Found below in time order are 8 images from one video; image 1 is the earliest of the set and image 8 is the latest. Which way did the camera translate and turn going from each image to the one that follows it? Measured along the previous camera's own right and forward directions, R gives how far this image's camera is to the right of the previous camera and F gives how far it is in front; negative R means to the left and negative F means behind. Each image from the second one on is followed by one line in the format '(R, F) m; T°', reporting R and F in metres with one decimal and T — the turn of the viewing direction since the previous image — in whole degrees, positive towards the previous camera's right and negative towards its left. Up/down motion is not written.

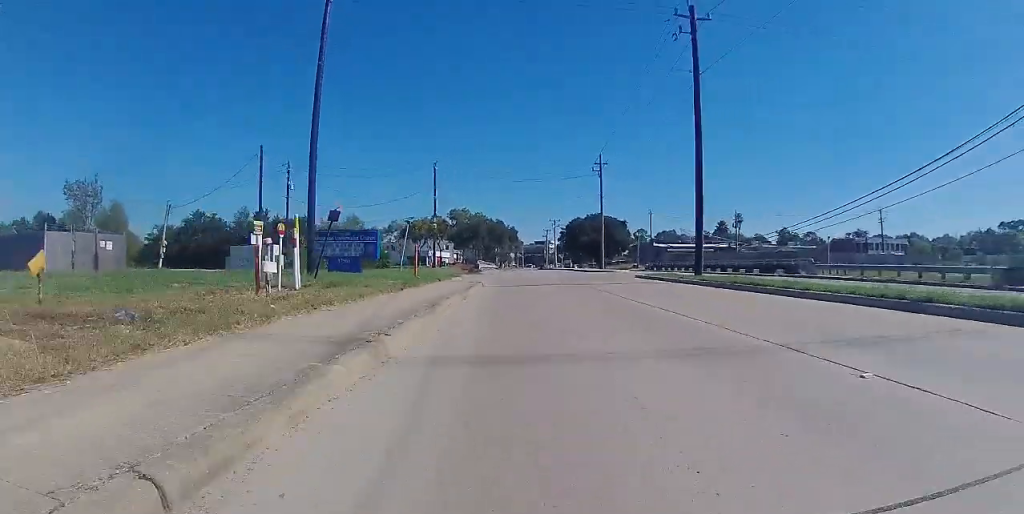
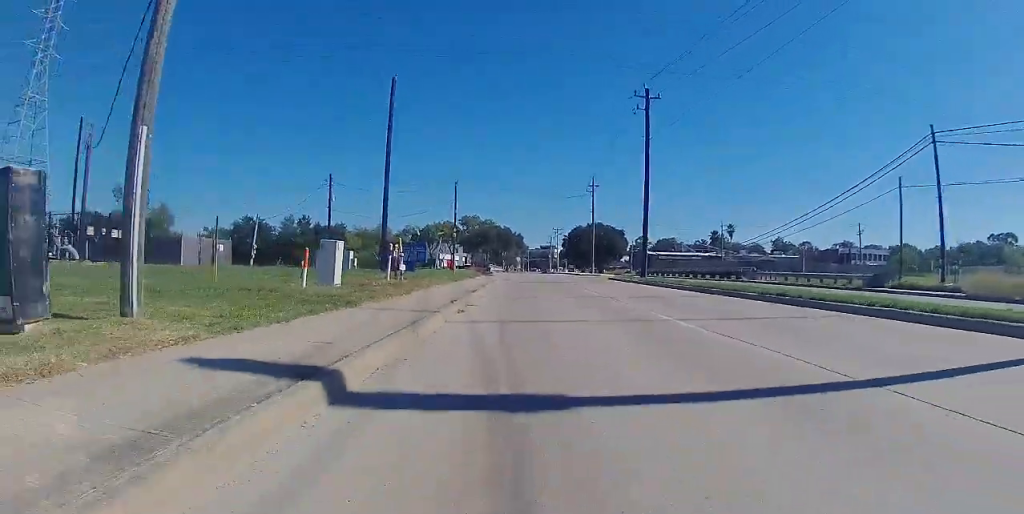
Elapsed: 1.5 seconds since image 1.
(-0.1, +10.8) m; +2°
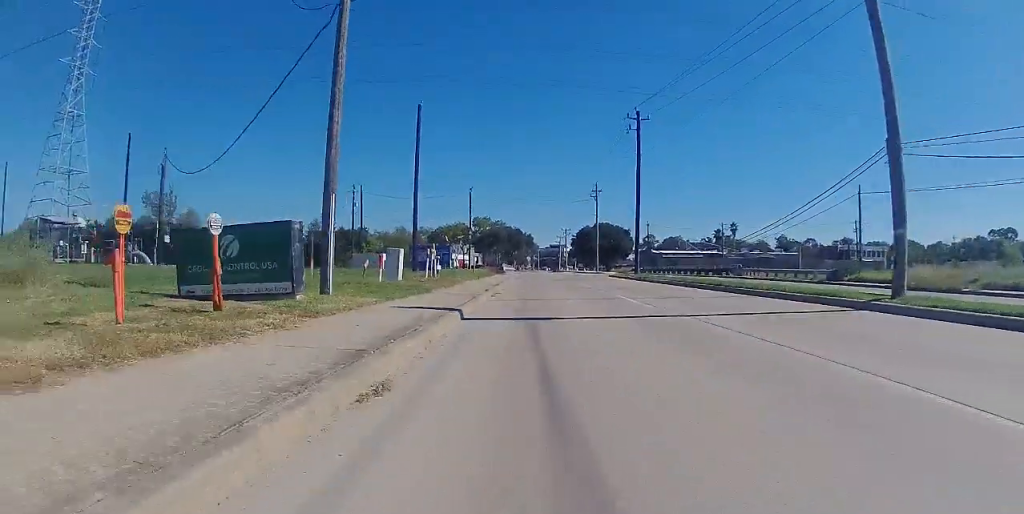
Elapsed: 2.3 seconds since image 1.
(+0.1, +5.5) m; 0°
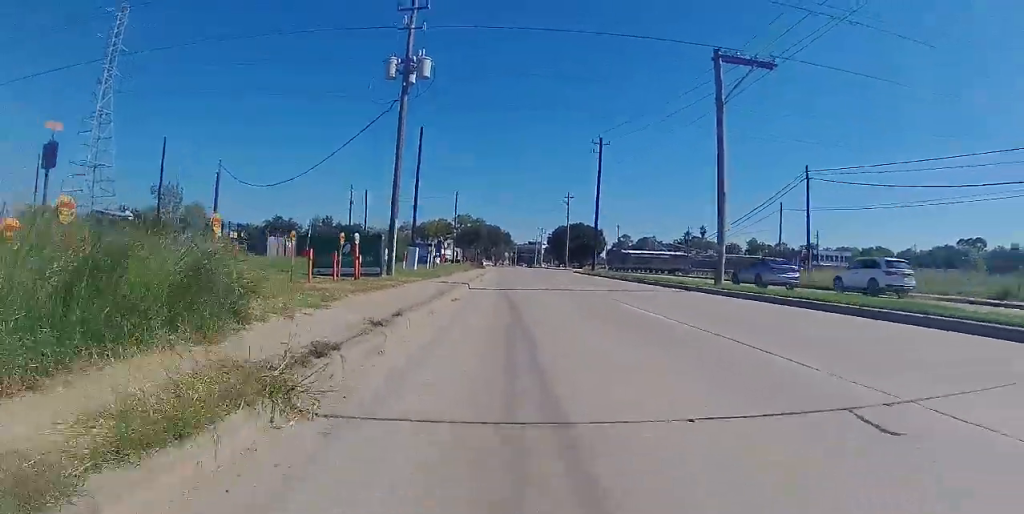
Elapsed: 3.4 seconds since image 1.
(-0.2, +8.2) m; -2°
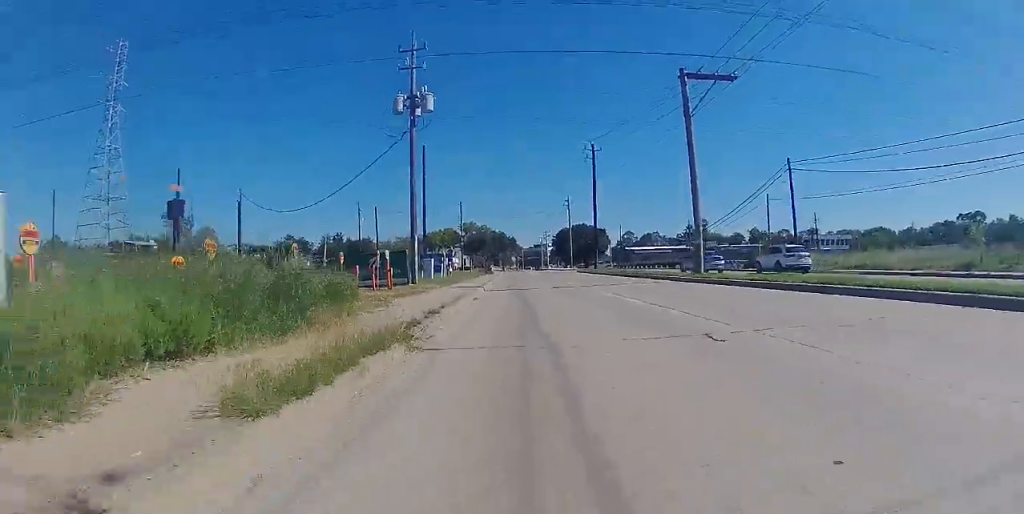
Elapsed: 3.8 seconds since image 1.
(0.0, +2.8) m; 0°
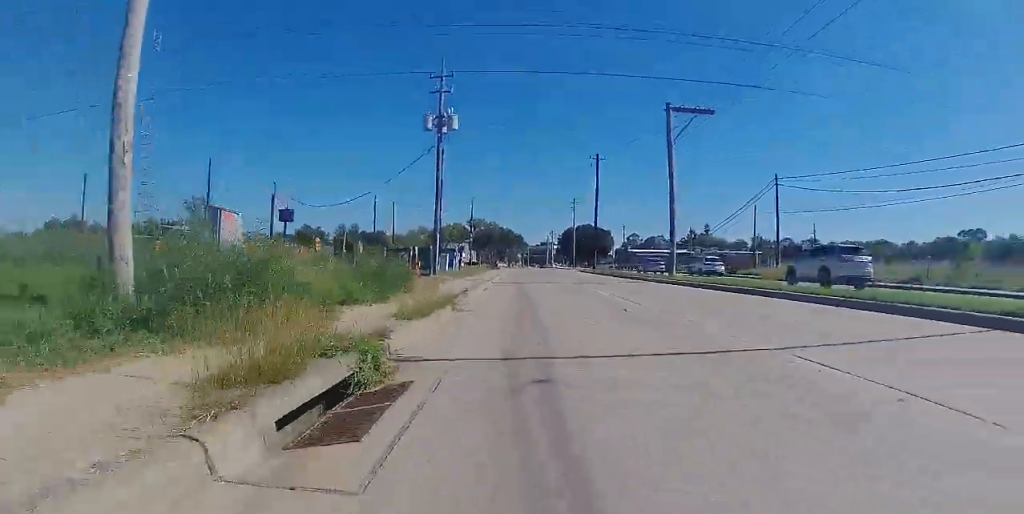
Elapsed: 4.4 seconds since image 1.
(0.0, +4.2) m; 0°
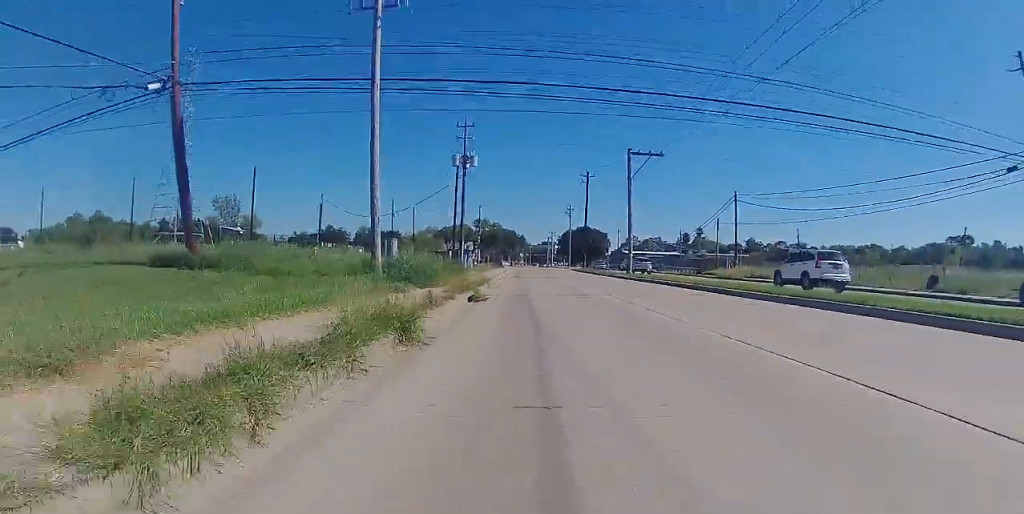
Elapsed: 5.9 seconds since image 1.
(+0.1, +9.5) m; +1°
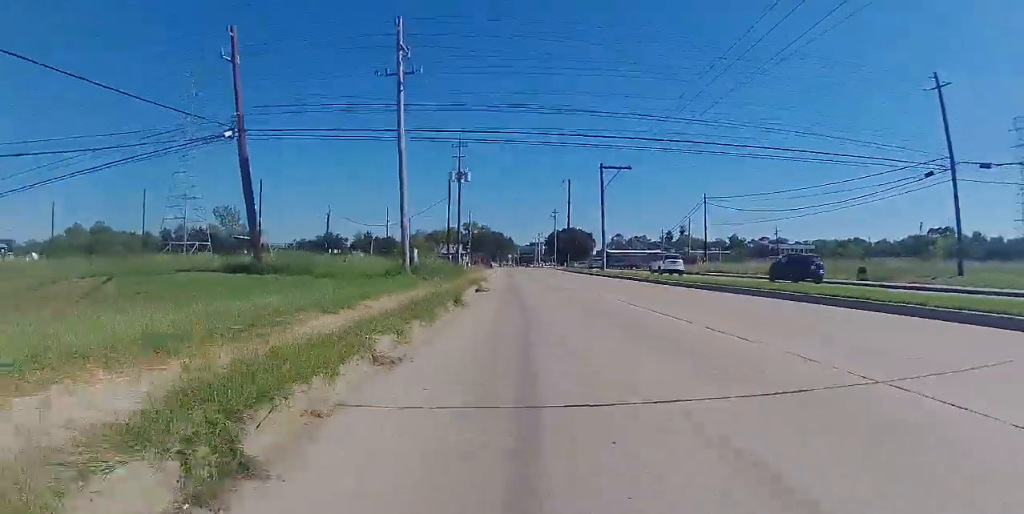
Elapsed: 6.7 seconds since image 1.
(+0.1, +5.2) m; +1°
